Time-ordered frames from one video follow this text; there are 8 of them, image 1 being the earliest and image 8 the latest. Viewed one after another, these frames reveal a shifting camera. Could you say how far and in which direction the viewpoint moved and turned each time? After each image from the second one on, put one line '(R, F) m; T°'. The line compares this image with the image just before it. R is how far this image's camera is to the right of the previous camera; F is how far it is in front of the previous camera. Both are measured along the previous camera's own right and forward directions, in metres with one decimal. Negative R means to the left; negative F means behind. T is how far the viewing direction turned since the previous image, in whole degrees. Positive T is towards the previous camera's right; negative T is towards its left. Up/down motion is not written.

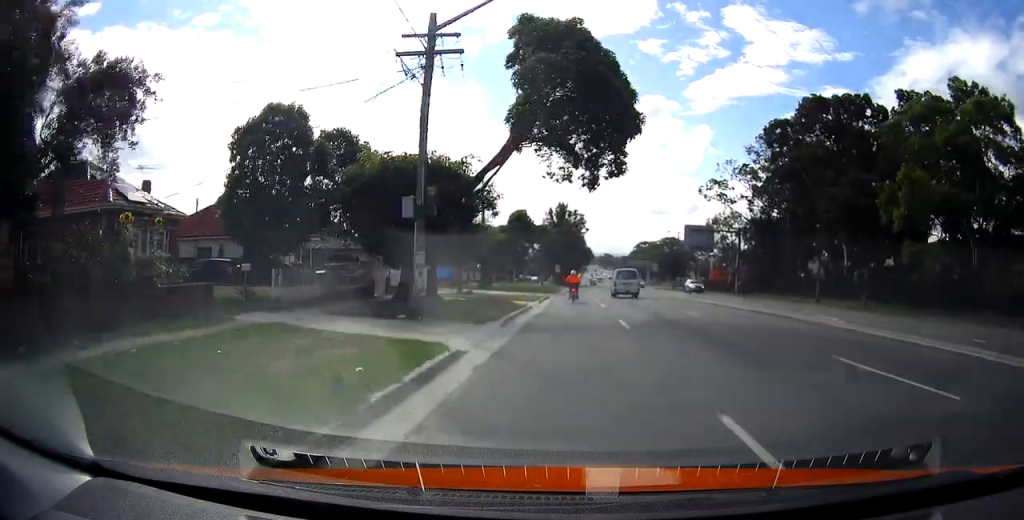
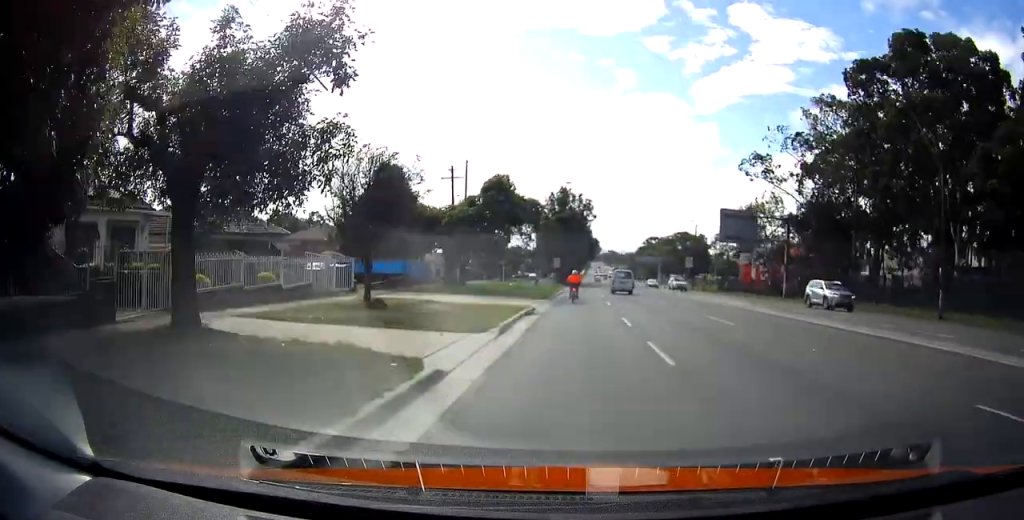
(0.0, +18.3) m; 0°
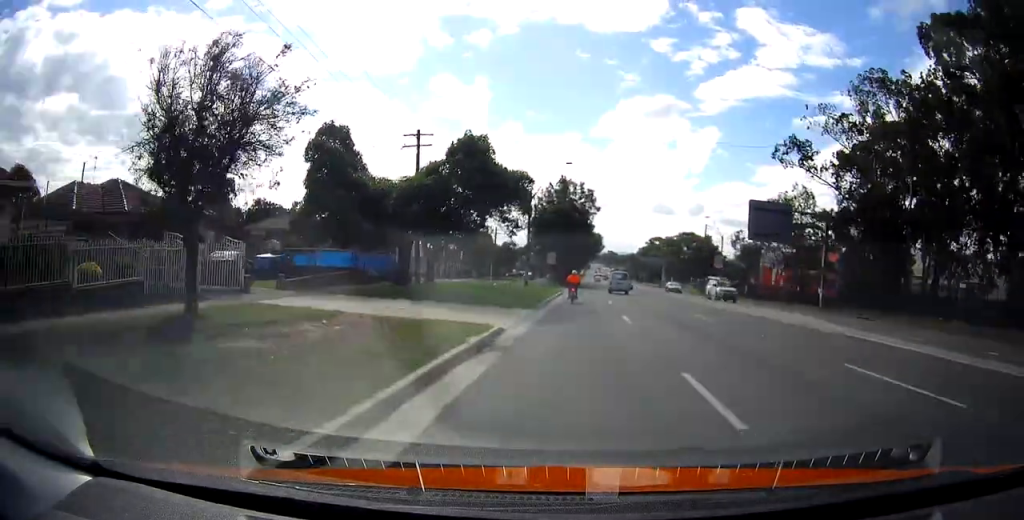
(0.0, +10.6) m; 0°
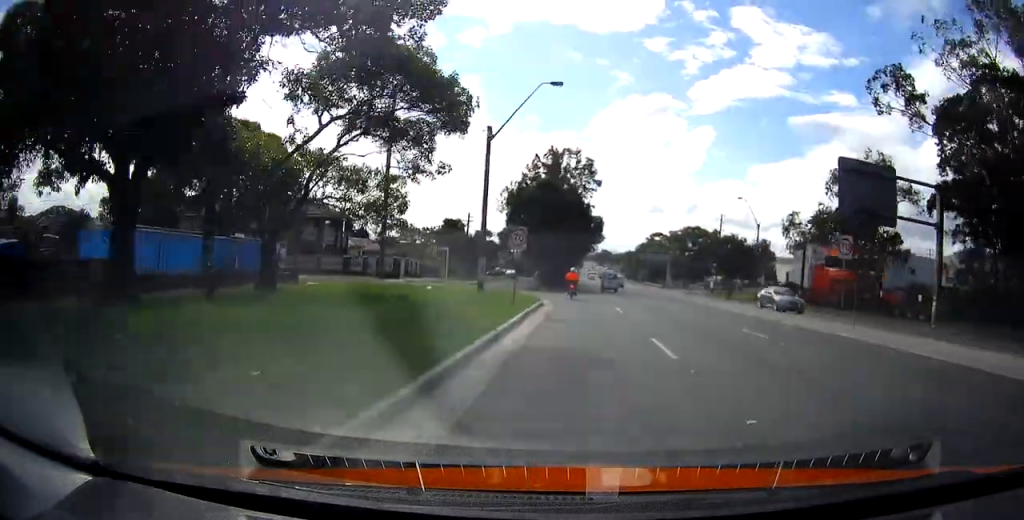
(+0.2, +20.6) m; 0°
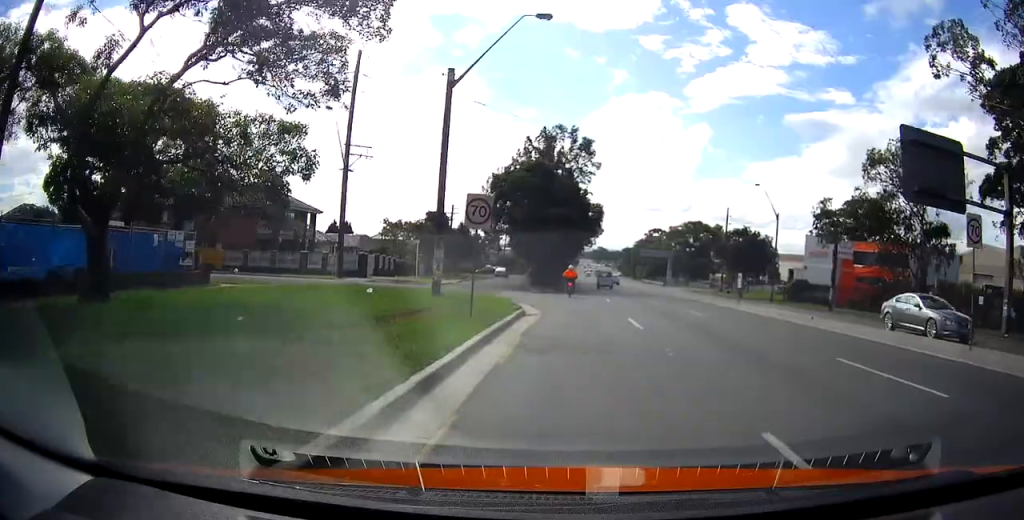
(0.0, +8.1) m; 0°
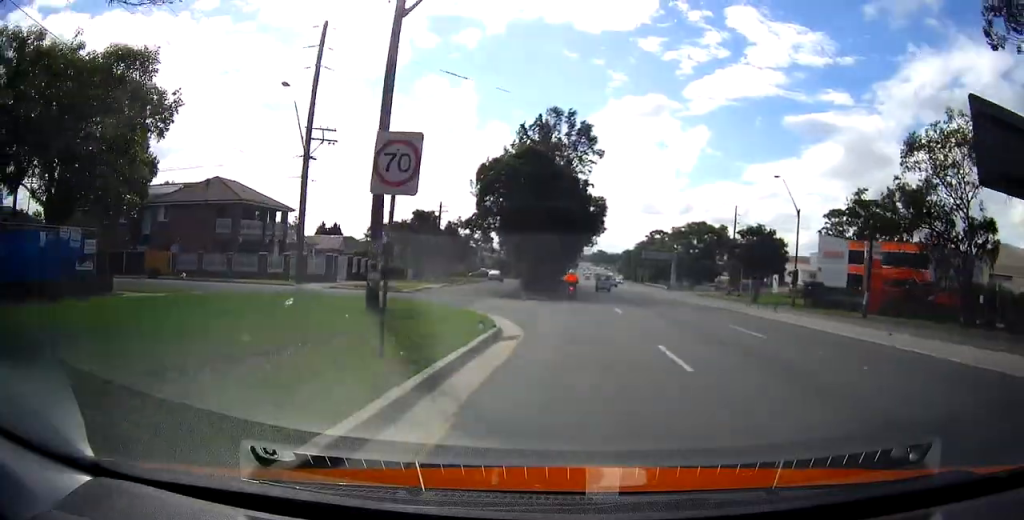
(0.0, +6.2) m; 0°
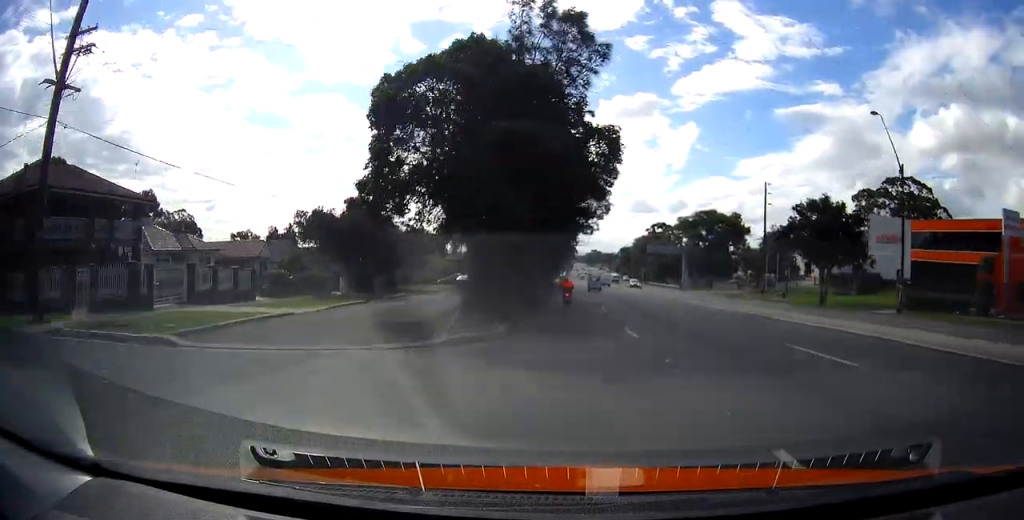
(+0.1, +19.8) m; +1°
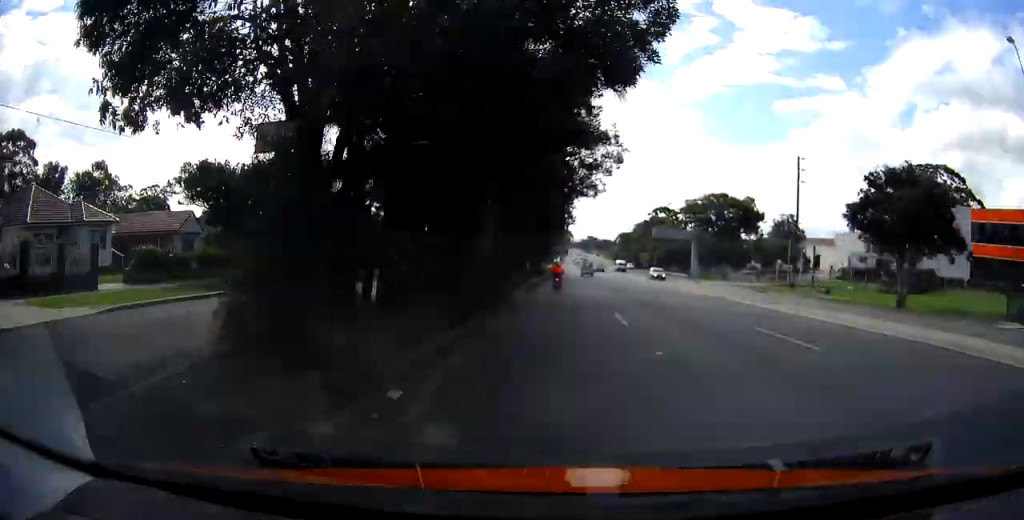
(+0.1, +13.1) m; -1°
